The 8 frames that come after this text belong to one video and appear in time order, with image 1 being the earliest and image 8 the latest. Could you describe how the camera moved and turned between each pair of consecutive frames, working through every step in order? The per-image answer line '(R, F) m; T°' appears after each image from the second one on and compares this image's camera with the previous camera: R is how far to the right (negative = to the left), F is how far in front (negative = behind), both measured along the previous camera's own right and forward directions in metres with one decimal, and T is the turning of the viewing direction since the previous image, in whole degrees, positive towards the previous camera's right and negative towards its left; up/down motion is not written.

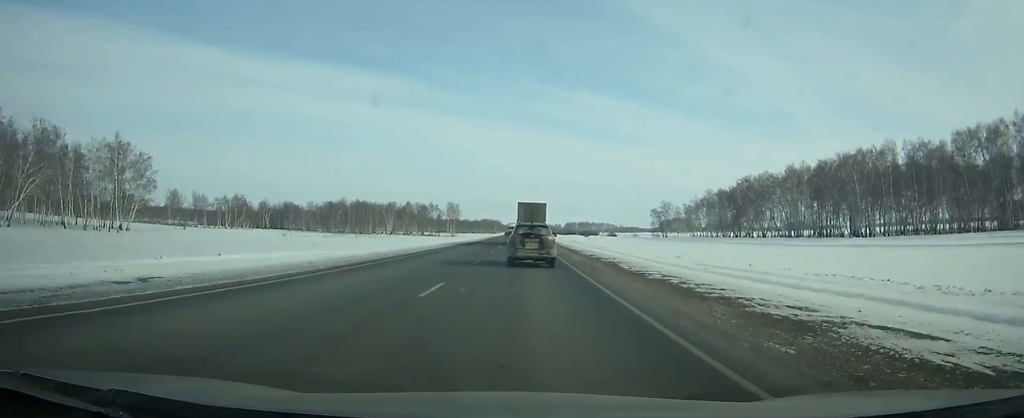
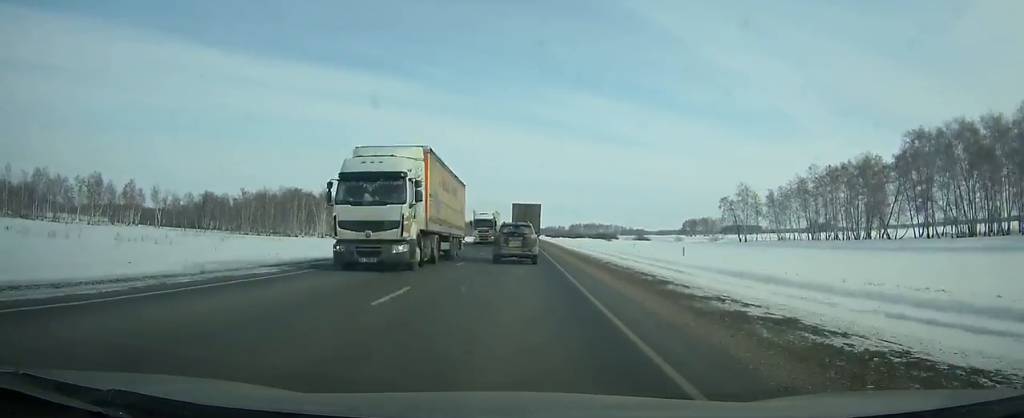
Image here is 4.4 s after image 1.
(+0.5, +95.6) m; 0°
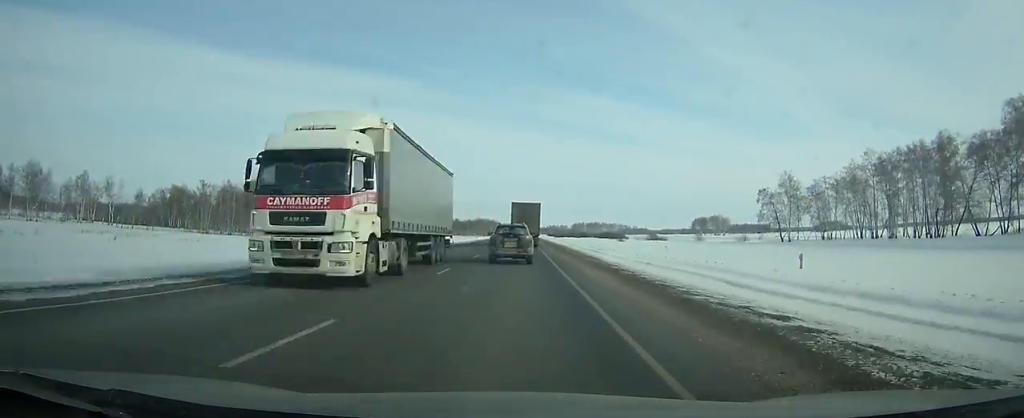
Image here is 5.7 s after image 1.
(-0.1, +28.6) m; 0°
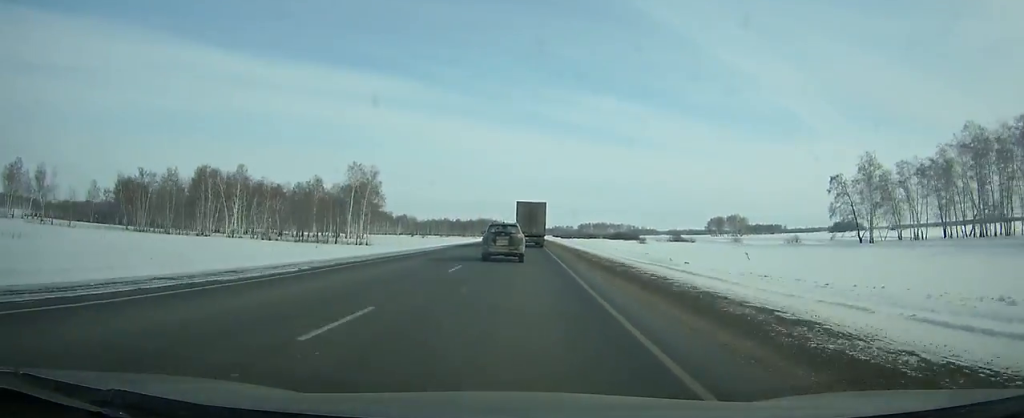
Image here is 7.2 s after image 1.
(-0.1, +33.1) m; 0°
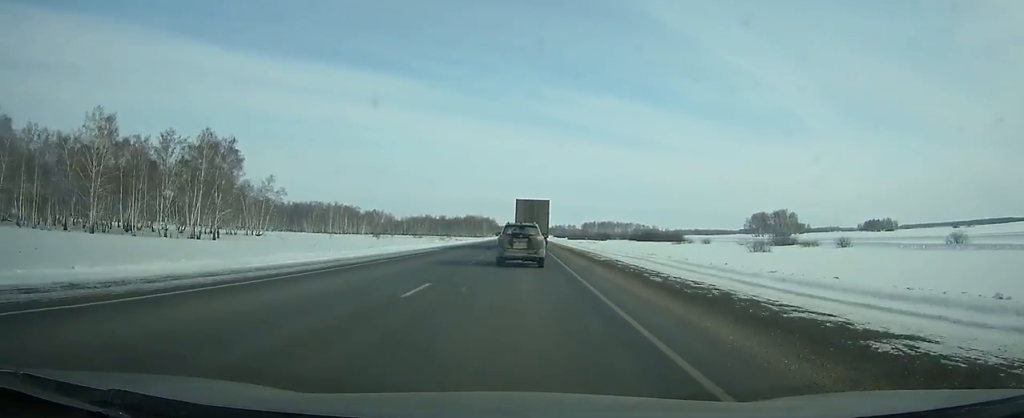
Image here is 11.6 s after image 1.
(-0.2, +96.8) m; 0°
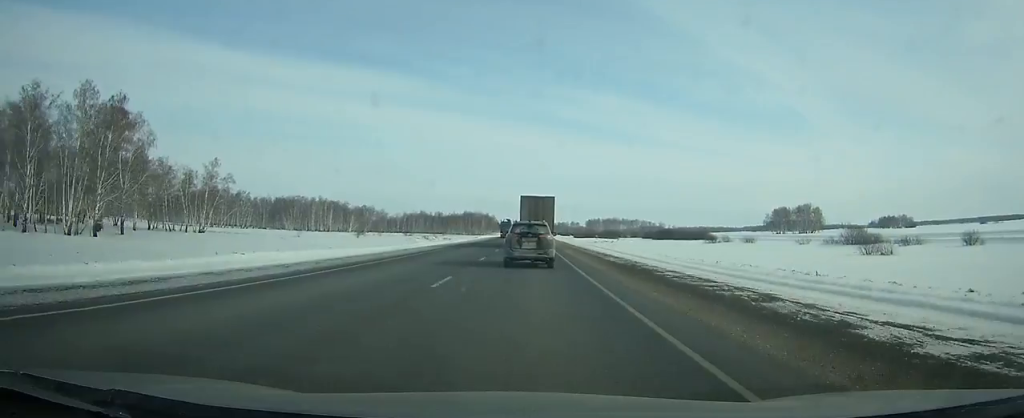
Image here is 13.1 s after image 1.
(0.0, +33.1) m; 0°
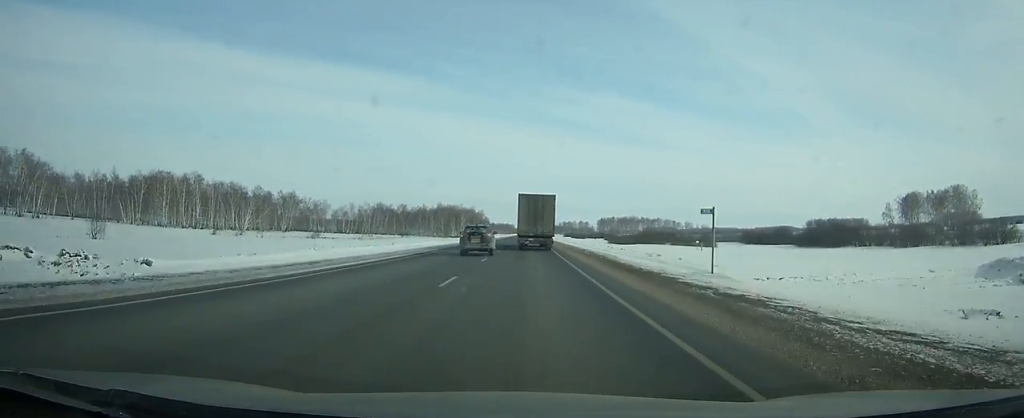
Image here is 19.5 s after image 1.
(+0.7, +153.8) m; 0°
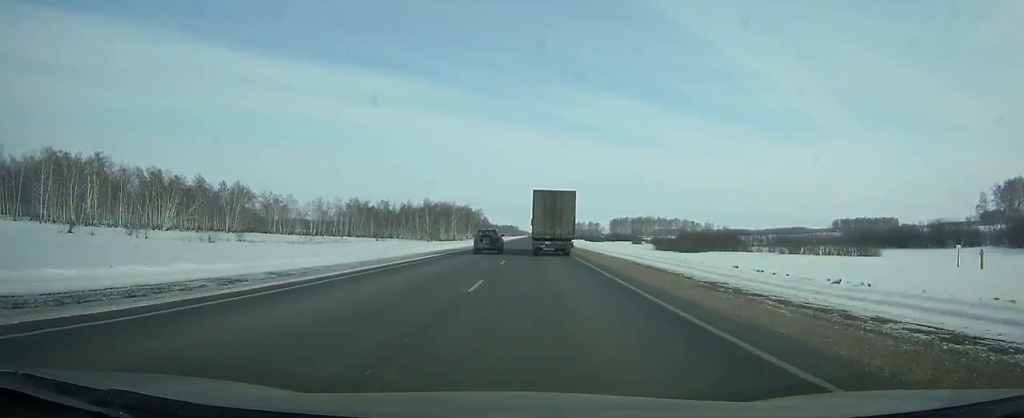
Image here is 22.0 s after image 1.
(-0.3, +63.3) m; -1°
